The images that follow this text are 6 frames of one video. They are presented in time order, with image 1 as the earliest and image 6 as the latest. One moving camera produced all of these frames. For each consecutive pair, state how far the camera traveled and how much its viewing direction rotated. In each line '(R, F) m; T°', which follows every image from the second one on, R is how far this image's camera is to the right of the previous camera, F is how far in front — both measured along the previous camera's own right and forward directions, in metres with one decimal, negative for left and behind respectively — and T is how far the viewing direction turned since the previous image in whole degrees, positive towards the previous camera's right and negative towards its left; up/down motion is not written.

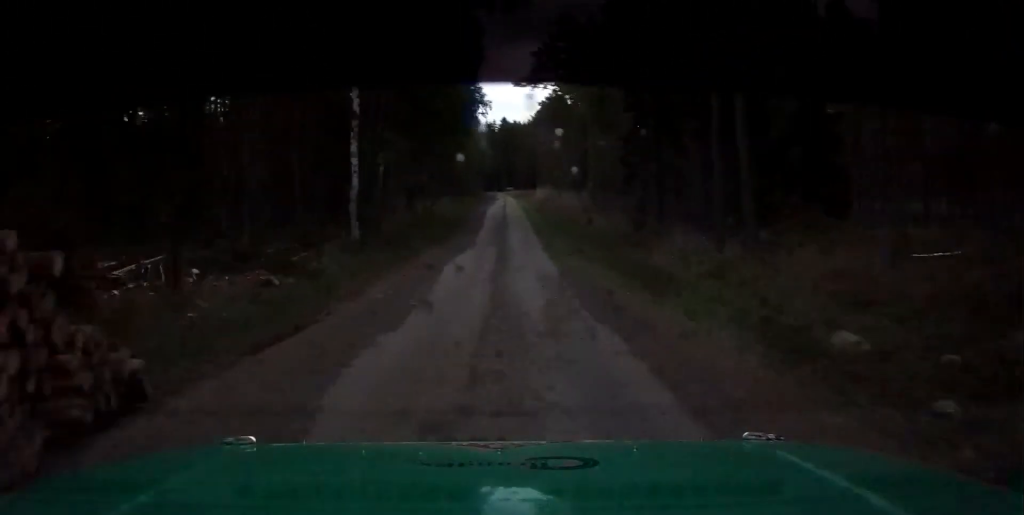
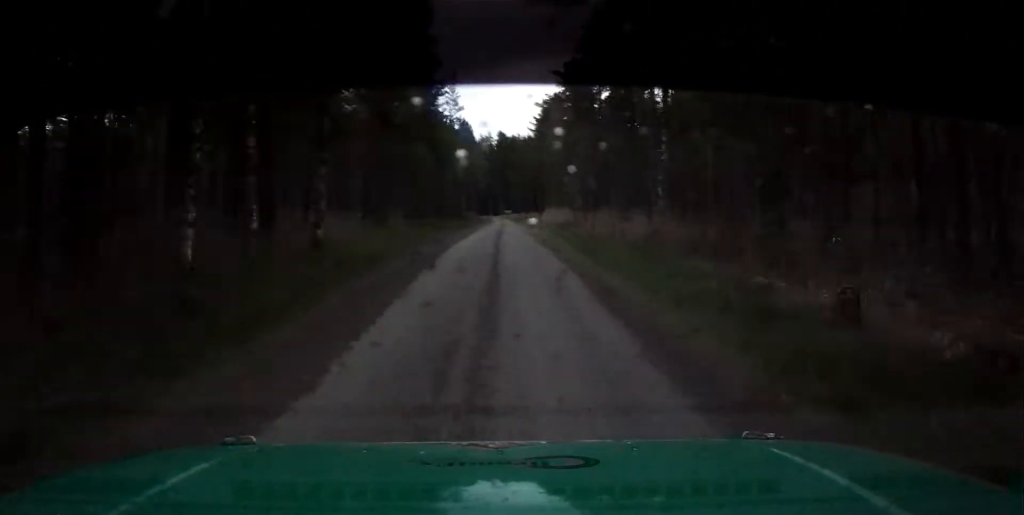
(0.0, +35.5) m; +1°
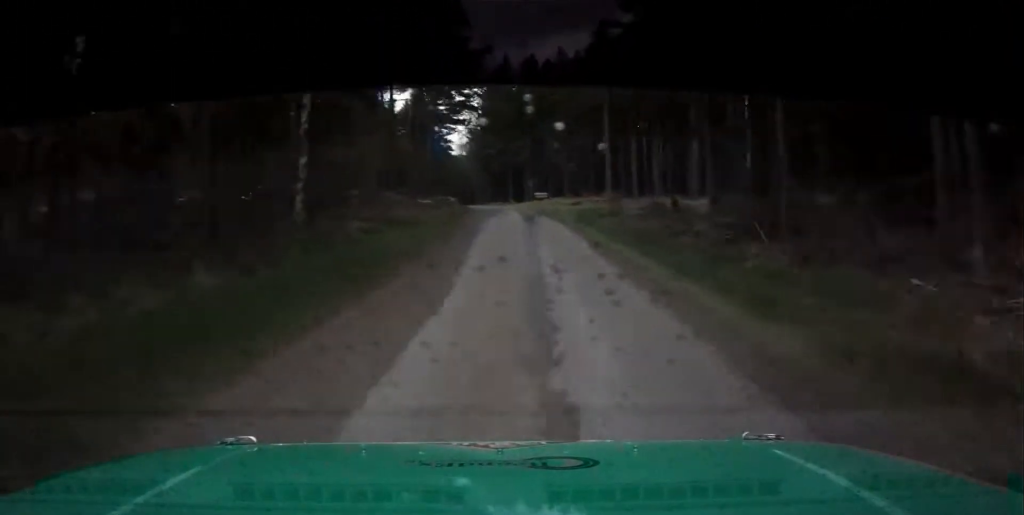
(+0.1, +113.5) m; -2°
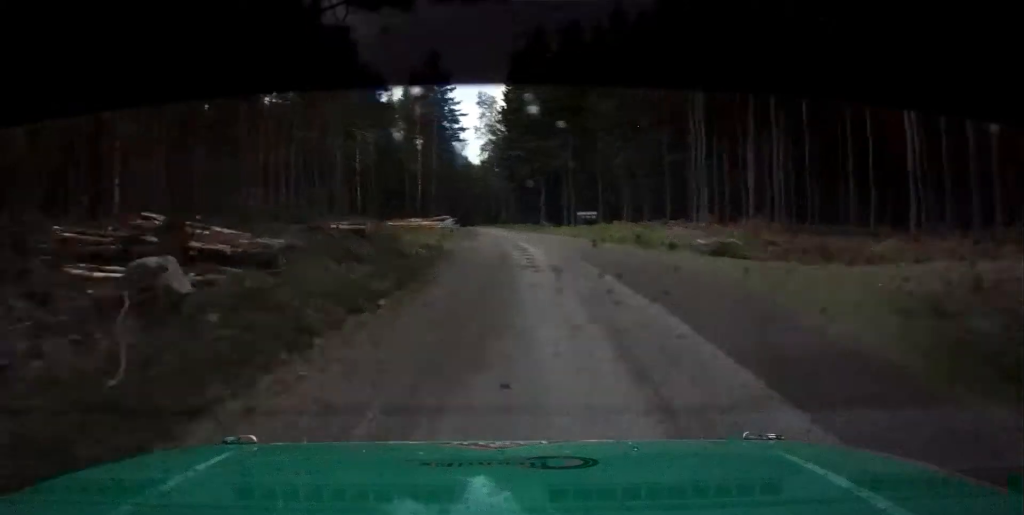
(-0.2, +38.0) m; -2°
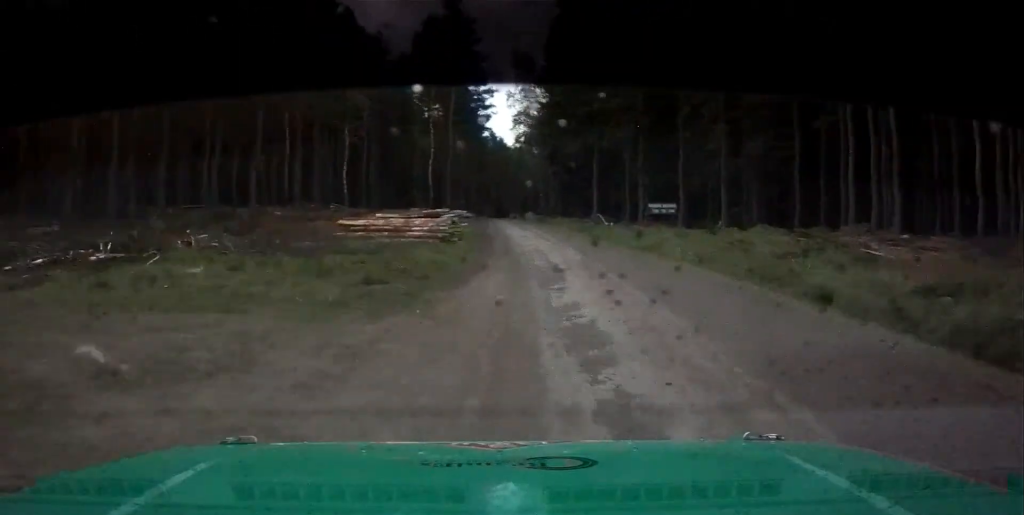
(-0.9, +26.9) m; -2°
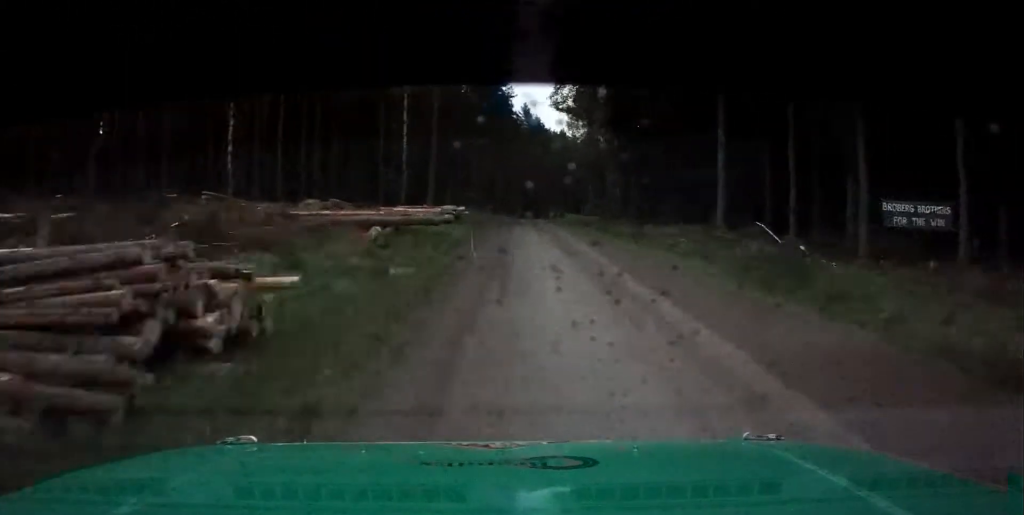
(-0.9, +36.7) m; -2°
